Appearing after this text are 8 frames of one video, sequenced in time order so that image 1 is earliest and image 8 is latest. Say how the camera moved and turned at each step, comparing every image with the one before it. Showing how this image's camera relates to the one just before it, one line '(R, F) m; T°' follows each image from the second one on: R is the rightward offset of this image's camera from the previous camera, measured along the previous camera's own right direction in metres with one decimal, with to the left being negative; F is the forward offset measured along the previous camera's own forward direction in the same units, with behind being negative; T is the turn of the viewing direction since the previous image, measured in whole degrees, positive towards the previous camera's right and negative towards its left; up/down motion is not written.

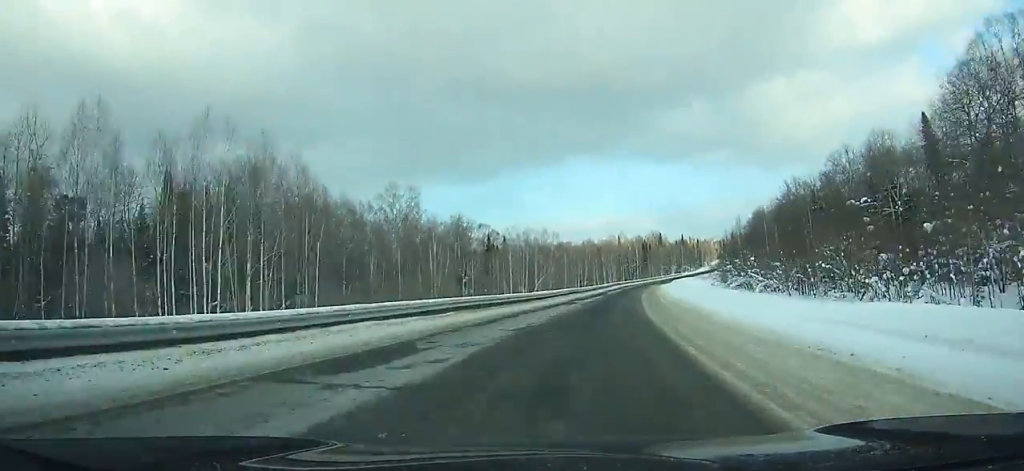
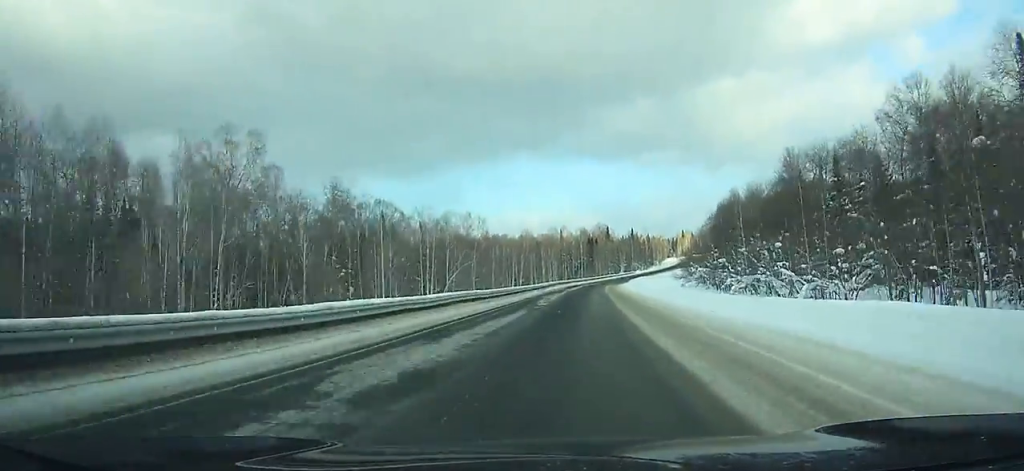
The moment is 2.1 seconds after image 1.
(+3.7, +40.8) m; +5°
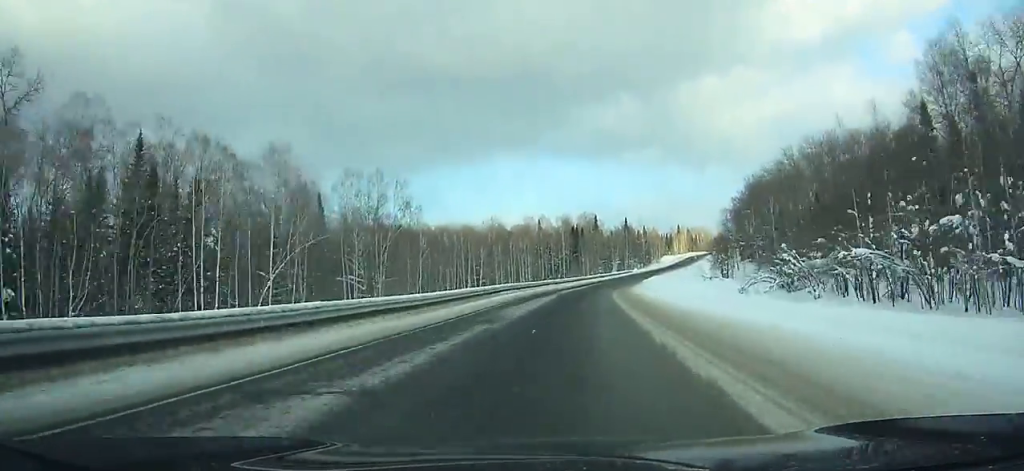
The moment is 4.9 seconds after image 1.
(+2.3, +57.5) m; +4°
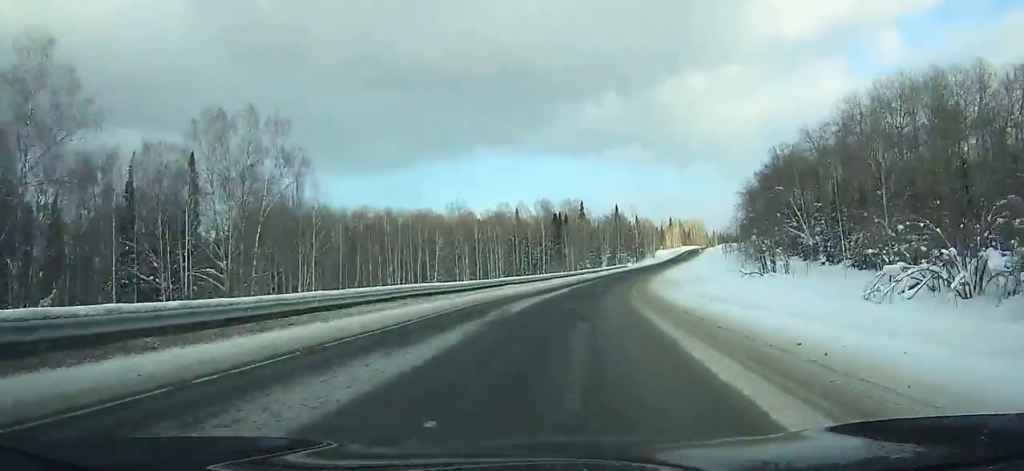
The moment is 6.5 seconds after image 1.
(+0.4, +34.3) m; +2°
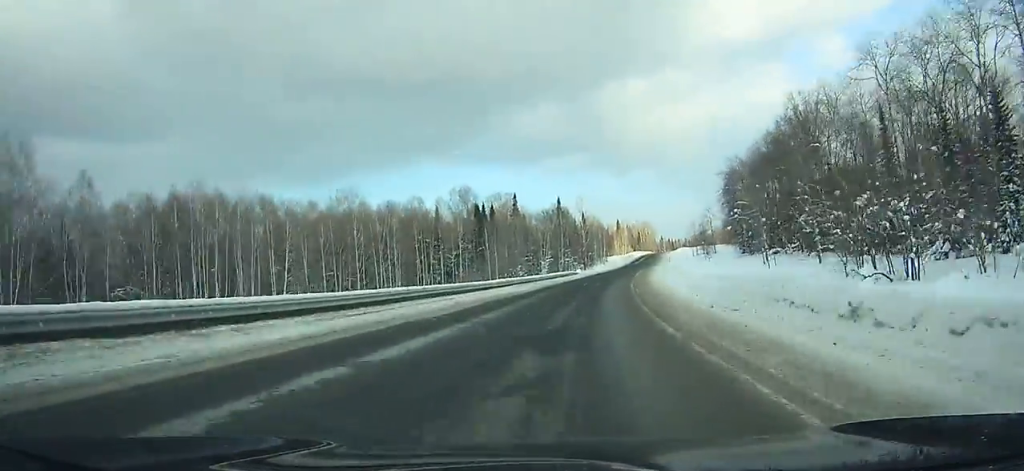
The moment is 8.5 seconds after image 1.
(+0.8, +44.7) m; +4°
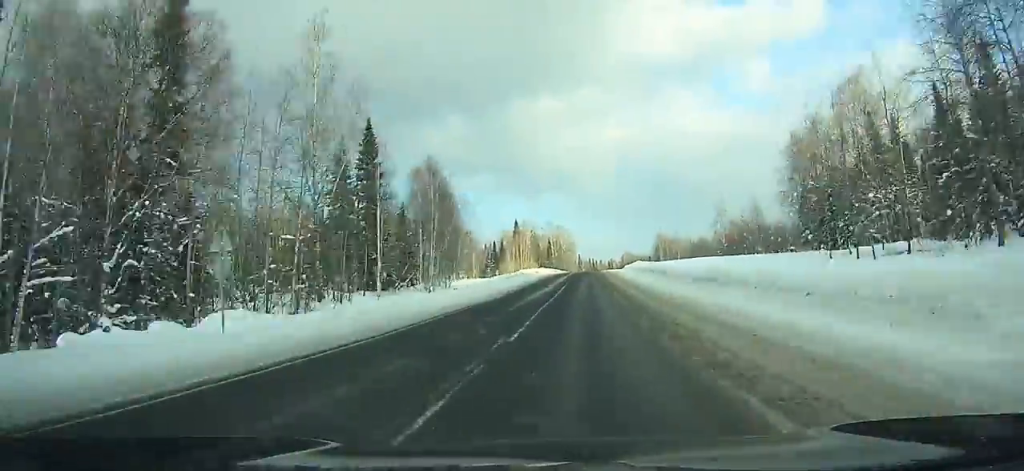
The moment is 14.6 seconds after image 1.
(+12.9, +142.5) m; +8°
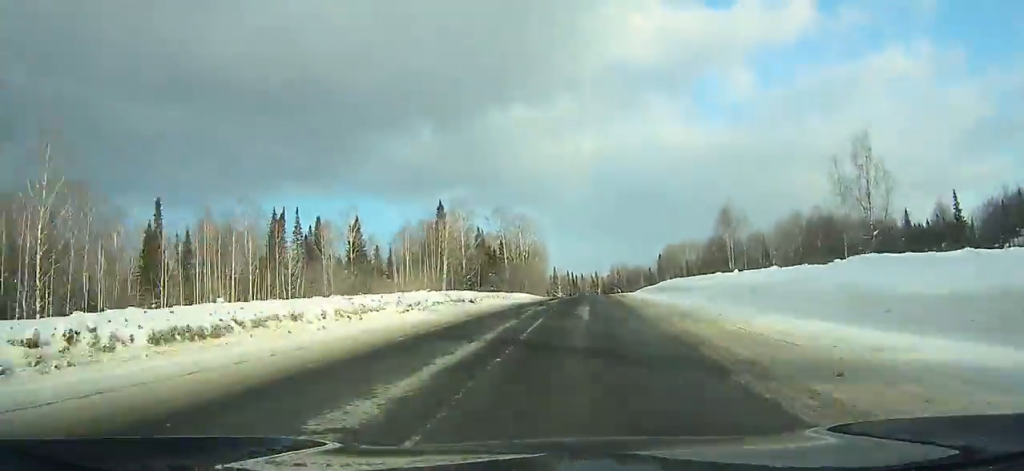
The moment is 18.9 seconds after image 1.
(+2.3, +100.3) m; +3°
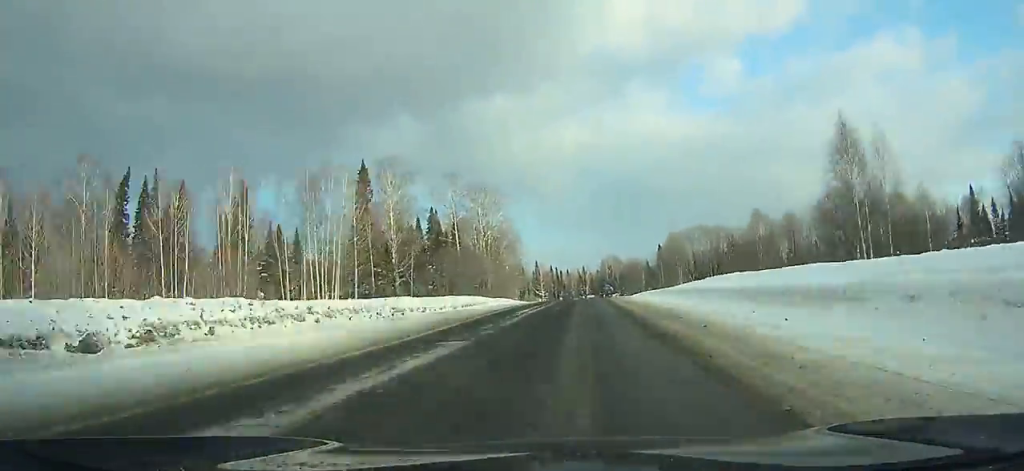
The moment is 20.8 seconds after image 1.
(+0.4, +43.0) m; +1°
